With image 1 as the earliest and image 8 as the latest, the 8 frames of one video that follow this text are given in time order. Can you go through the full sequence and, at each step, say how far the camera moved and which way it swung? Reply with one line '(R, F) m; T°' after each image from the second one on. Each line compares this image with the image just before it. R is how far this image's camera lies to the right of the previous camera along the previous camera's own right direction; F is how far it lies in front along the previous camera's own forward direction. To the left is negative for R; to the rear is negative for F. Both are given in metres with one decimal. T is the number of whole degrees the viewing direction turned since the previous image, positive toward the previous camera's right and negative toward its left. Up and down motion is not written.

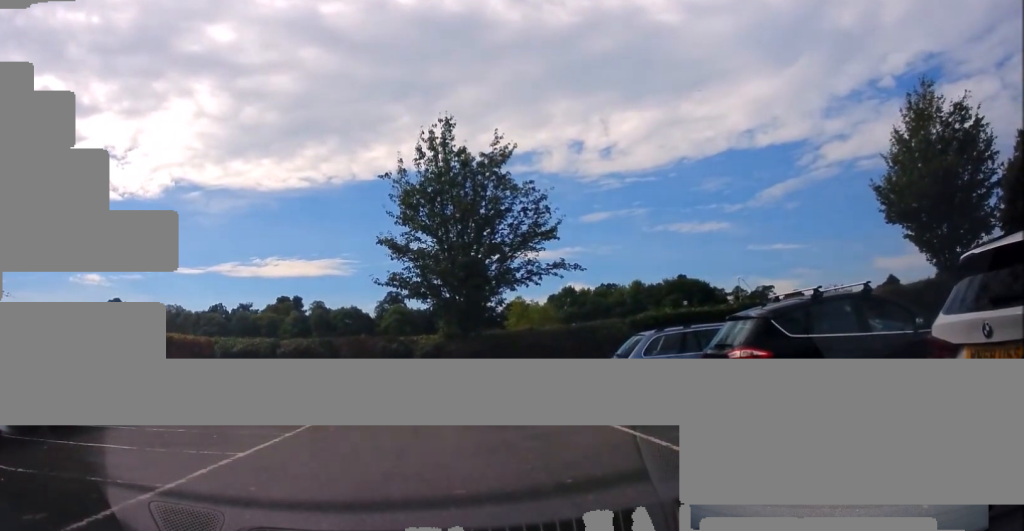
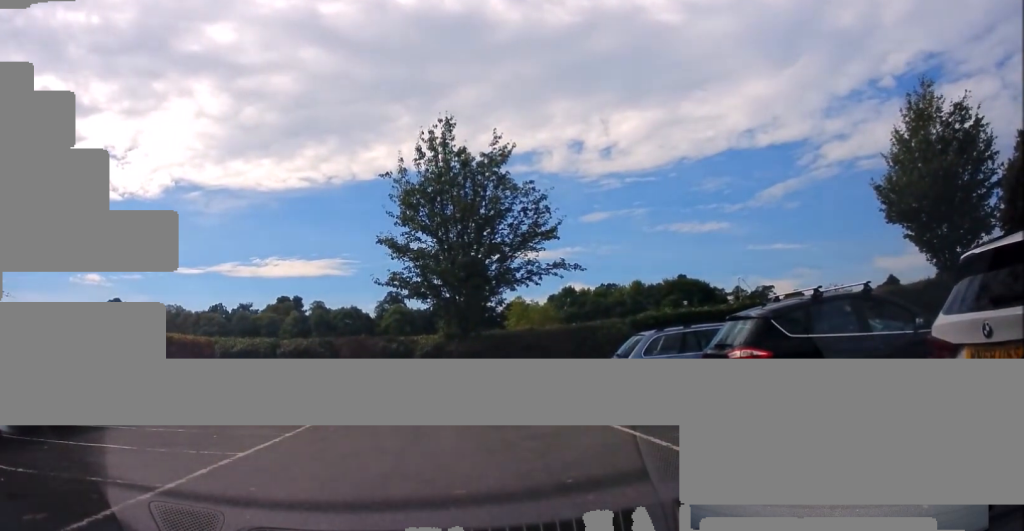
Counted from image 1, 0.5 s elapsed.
(0.0, 0.0) m; 0°
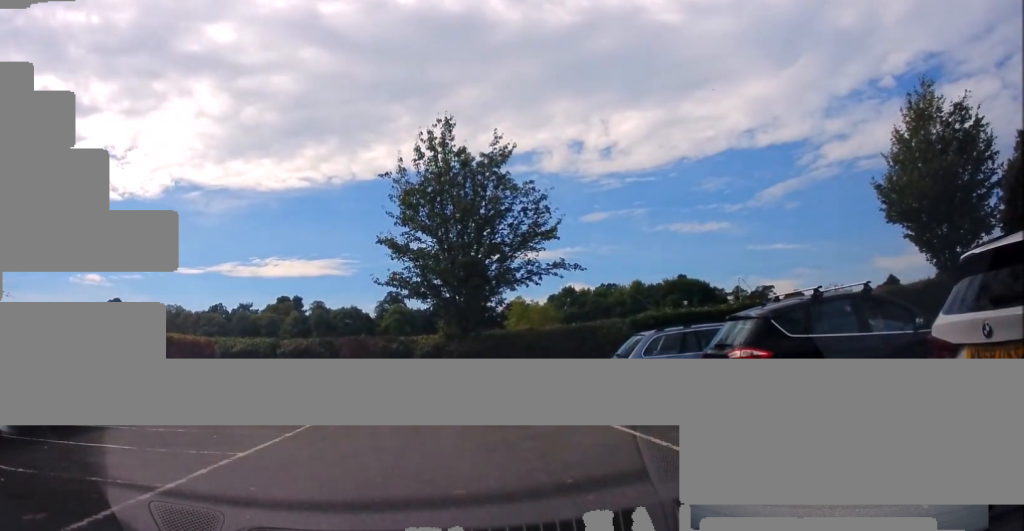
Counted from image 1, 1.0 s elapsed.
(0.0, 0.0) m; 0°
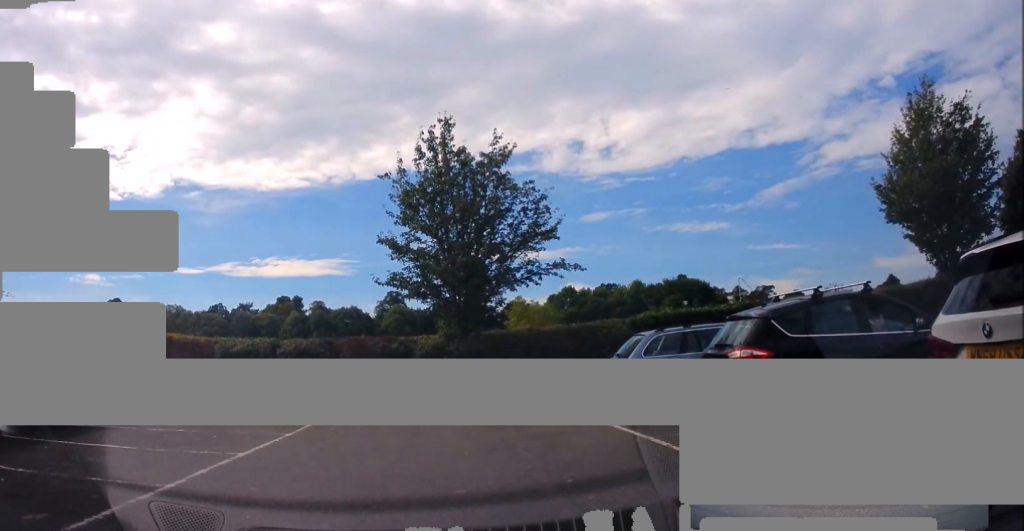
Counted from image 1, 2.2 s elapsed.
(0.0, 0.0) m; 0°
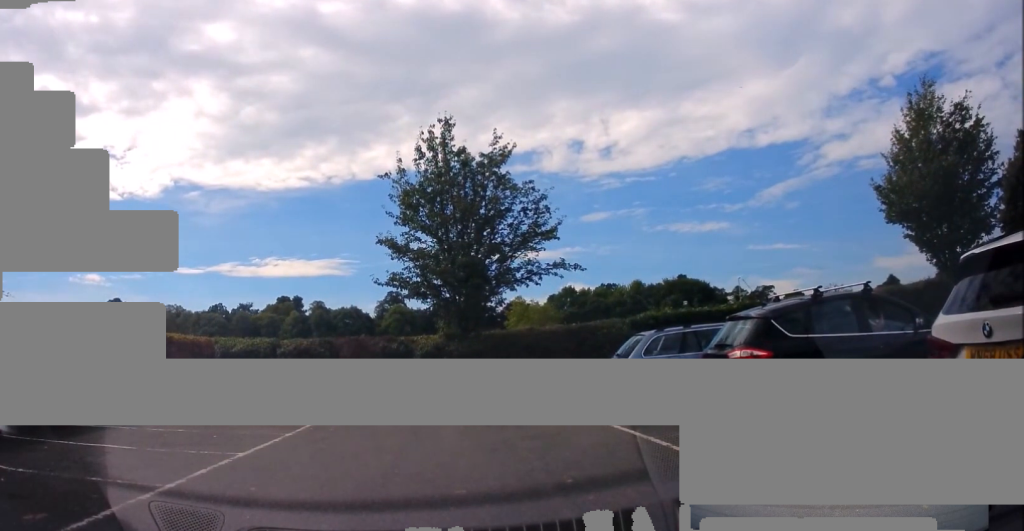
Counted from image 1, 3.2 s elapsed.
(0.0, 0.0) m; 0°
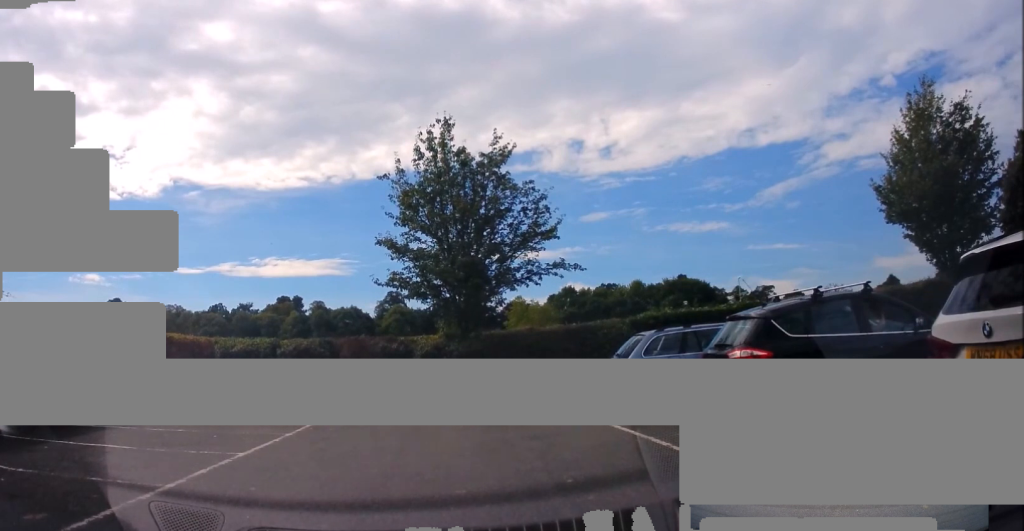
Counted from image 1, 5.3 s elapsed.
(0.0, 0.0) m; 0°
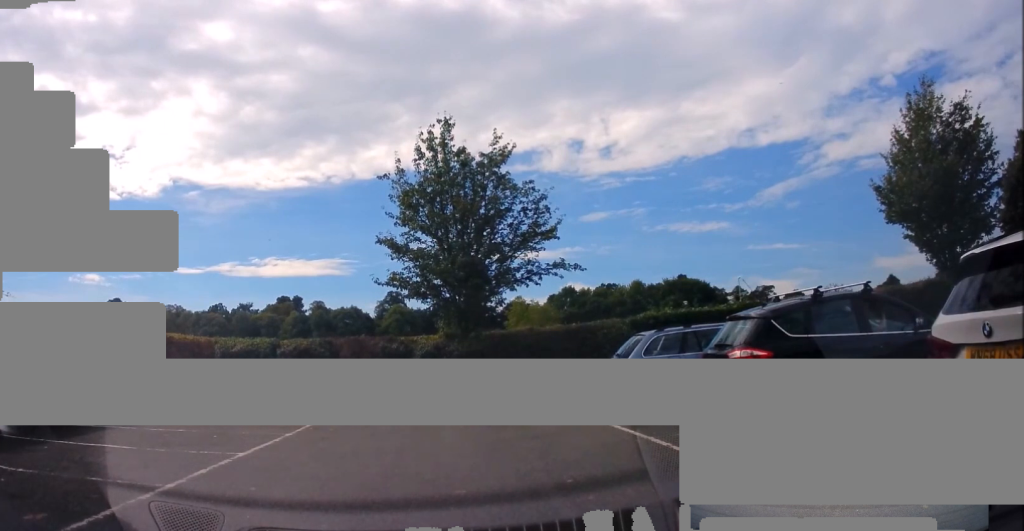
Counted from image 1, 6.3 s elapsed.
(0.0, 0.0) m; 0°
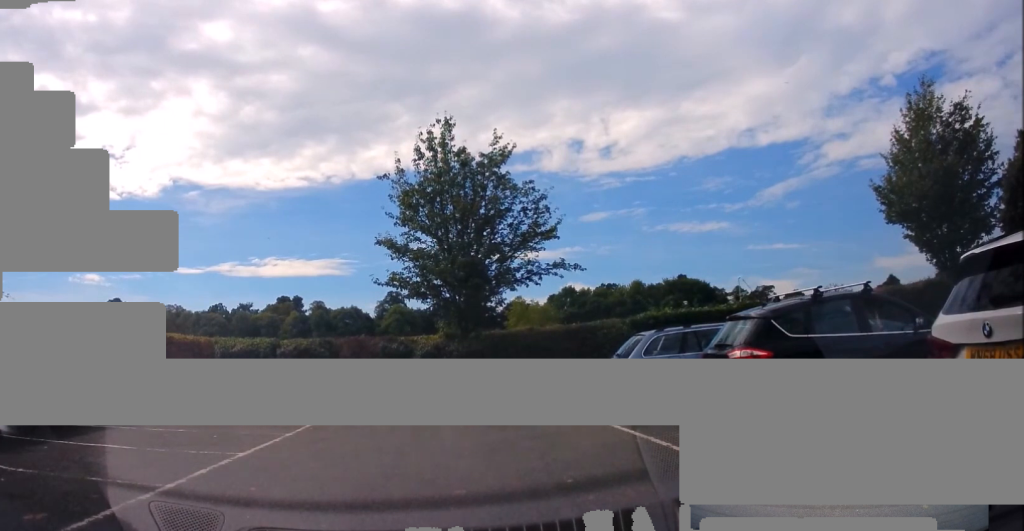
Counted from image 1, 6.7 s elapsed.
(0.0, 0.0) m; 0°
